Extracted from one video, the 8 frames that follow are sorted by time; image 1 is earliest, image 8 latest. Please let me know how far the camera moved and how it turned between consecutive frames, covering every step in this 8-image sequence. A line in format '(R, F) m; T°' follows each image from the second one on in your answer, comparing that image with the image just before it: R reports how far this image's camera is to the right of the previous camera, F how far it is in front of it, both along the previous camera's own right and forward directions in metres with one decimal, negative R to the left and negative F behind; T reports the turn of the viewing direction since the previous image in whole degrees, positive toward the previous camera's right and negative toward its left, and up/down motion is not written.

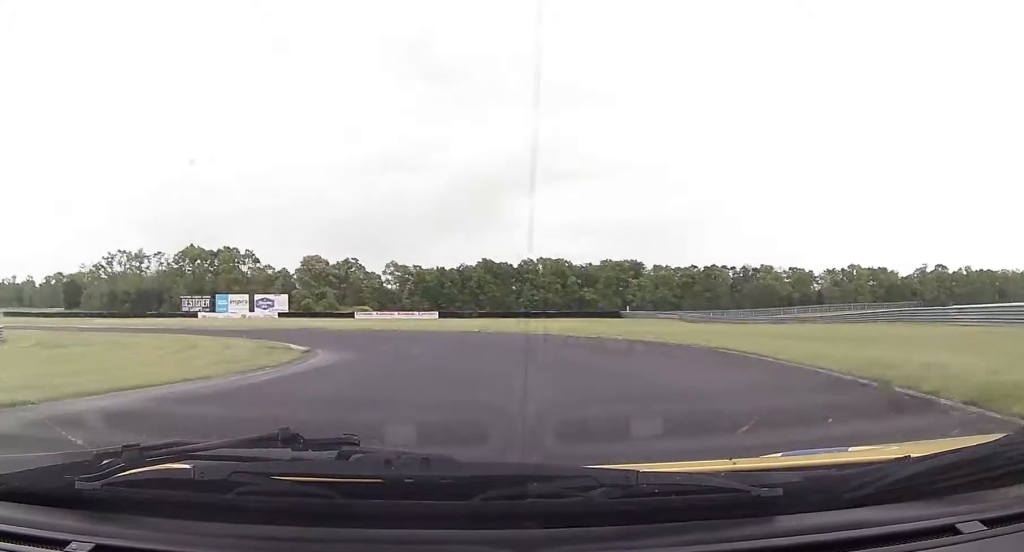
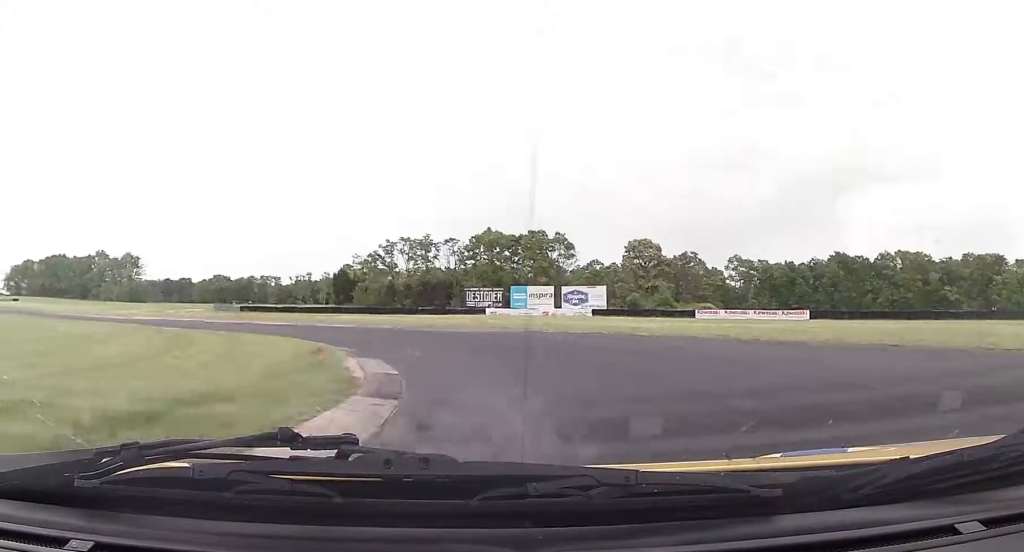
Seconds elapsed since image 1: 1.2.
(-4.2, +28.7) m; -24°
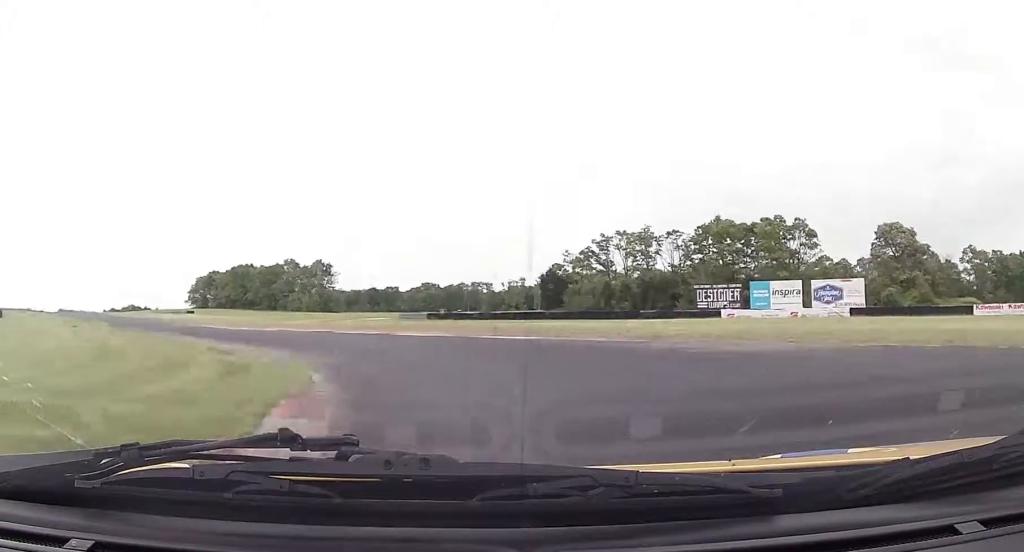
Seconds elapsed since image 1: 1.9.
(-2.9, +16.2) m; -17°
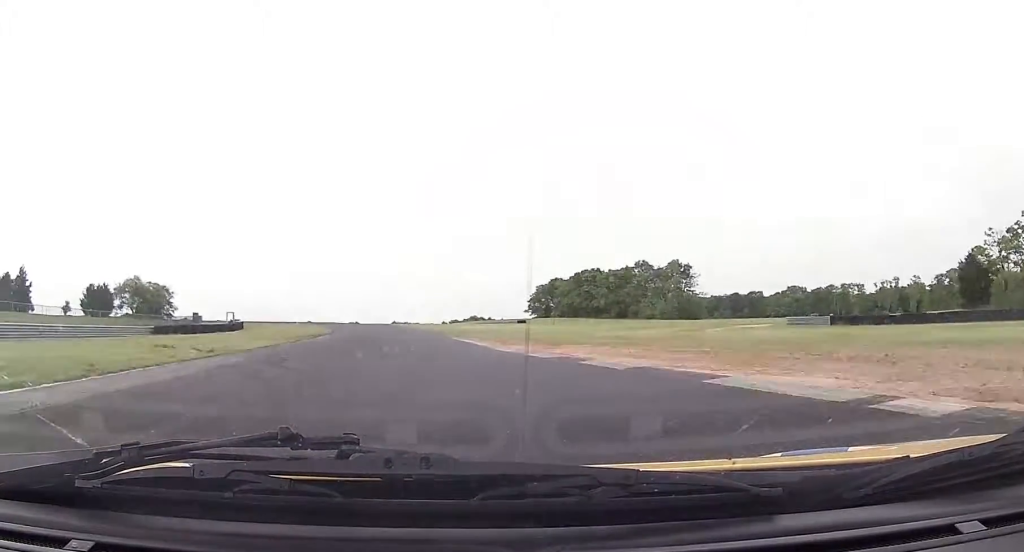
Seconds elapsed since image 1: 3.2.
(-8.2, +30.6) m; -27°
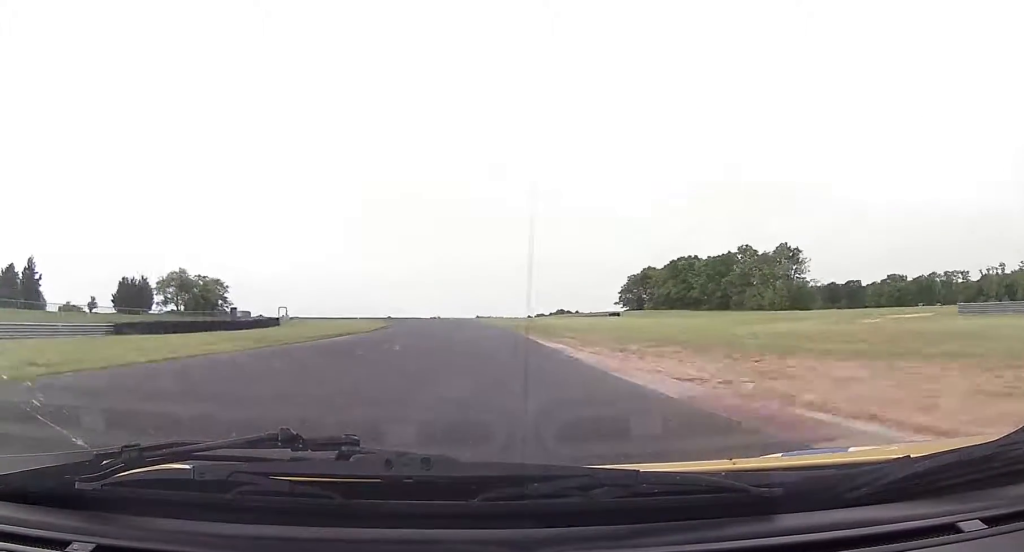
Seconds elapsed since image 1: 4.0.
(-2.2, +19.2) m; -10°
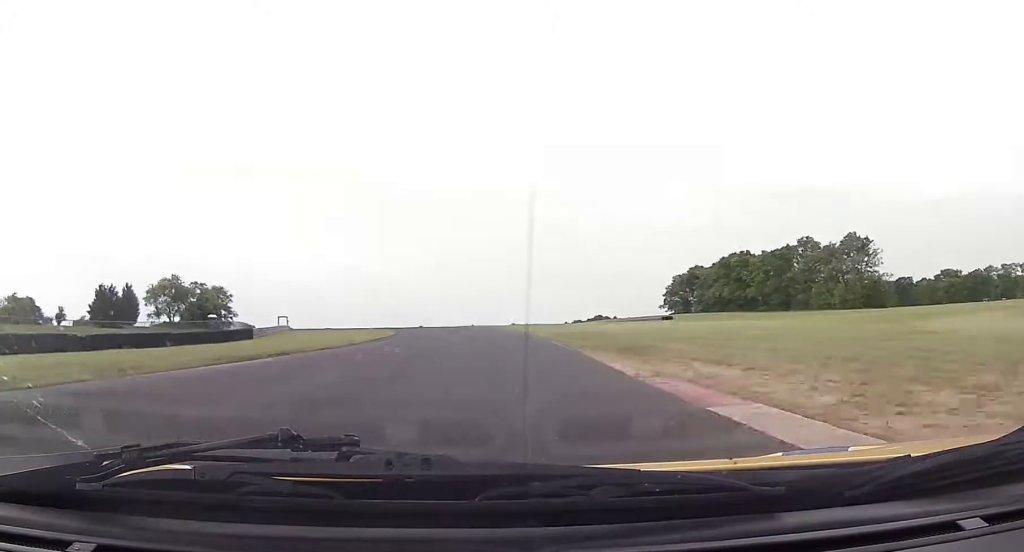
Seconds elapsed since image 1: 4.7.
(-1.3, +19.6) m; -6°
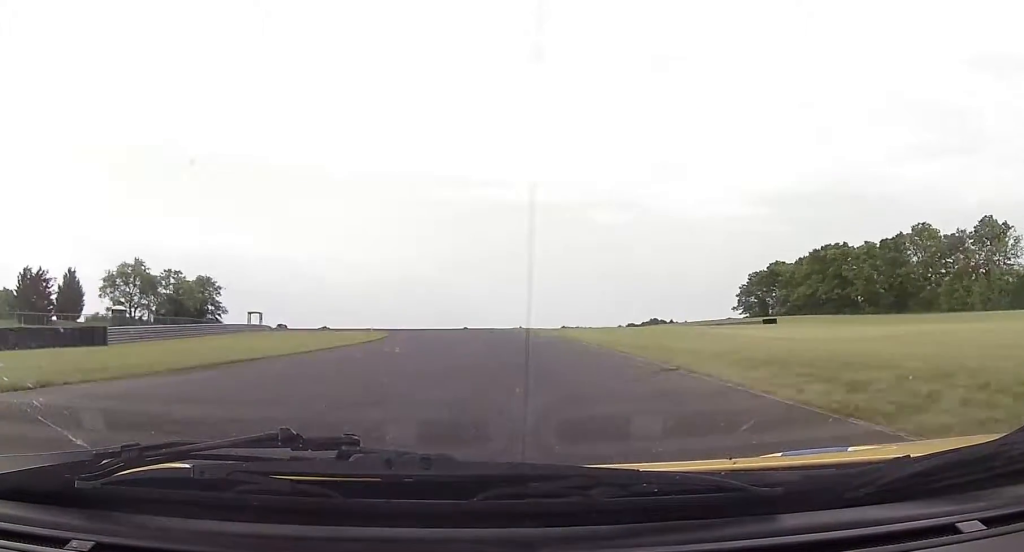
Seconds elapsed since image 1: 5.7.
(-1.8, +32.8) m; -5°
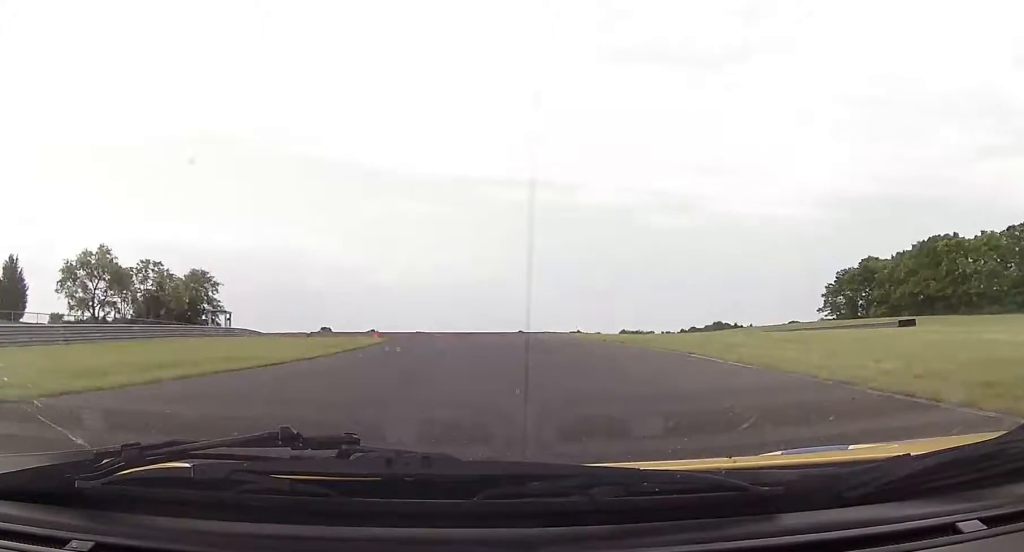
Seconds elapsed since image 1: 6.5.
(-0.1, +24.8) m; -2°
